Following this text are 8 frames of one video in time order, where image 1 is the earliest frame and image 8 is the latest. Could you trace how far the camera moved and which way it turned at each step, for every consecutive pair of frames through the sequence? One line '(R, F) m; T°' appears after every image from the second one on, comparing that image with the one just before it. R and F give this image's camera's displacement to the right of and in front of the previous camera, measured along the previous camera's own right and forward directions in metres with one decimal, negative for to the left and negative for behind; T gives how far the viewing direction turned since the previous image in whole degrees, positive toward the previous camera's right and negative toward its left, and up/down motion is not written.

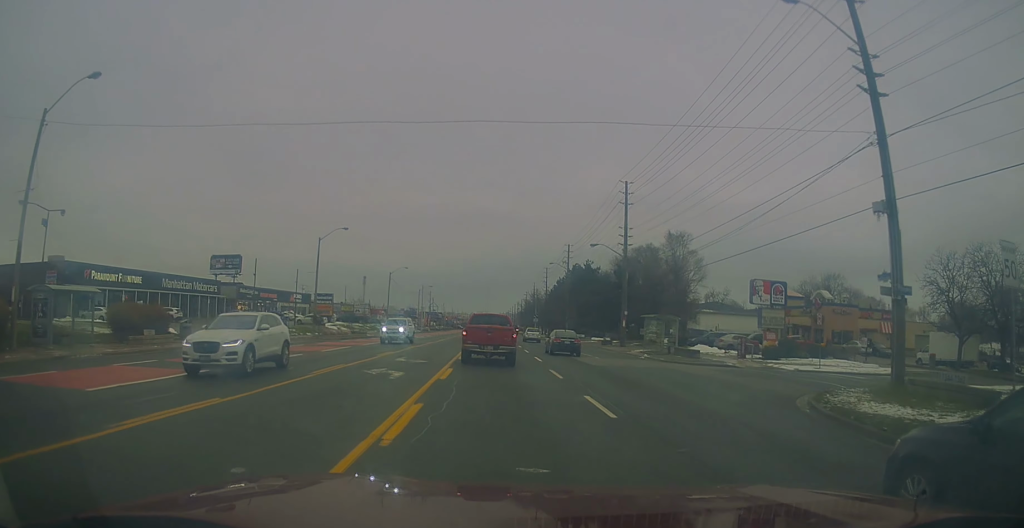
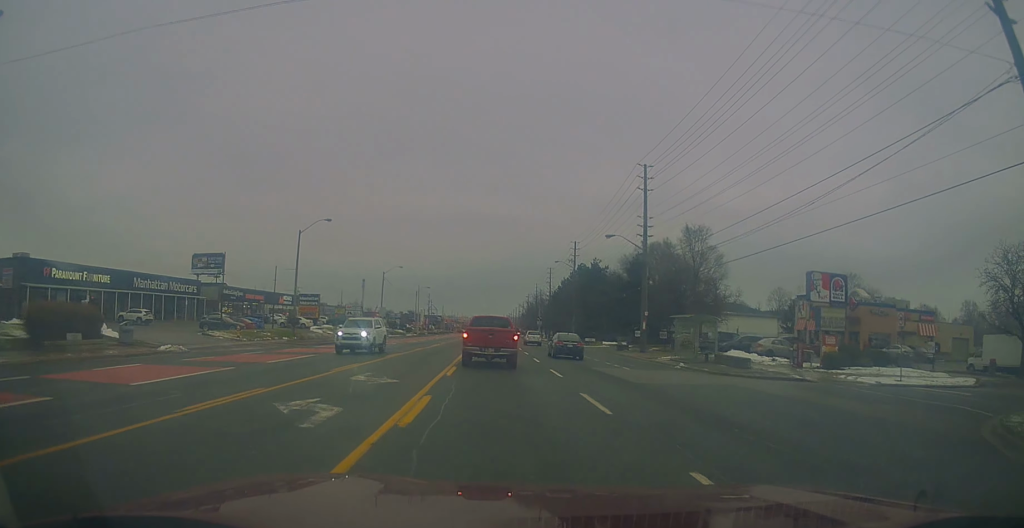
(+0.1, +7.3) m; -1°
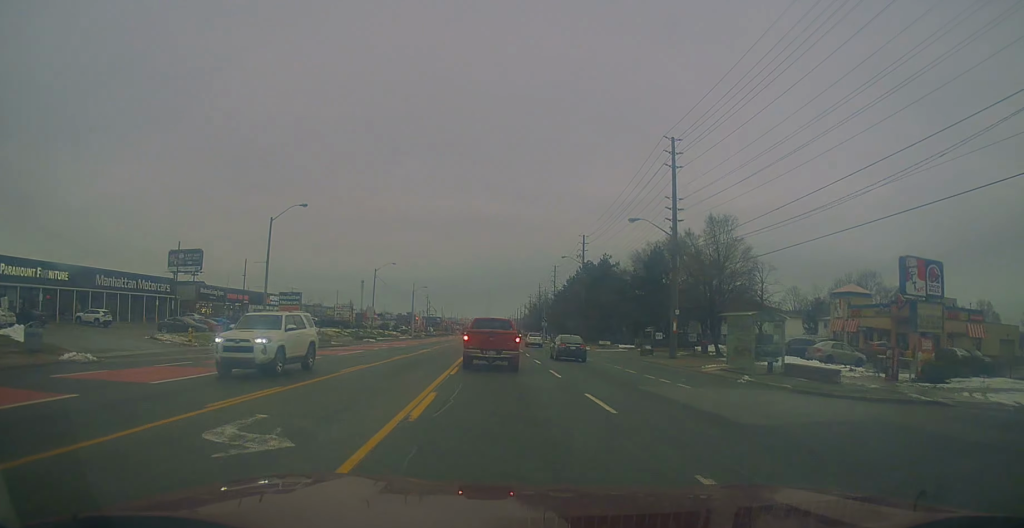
(0.0, +8.3) m; -1°
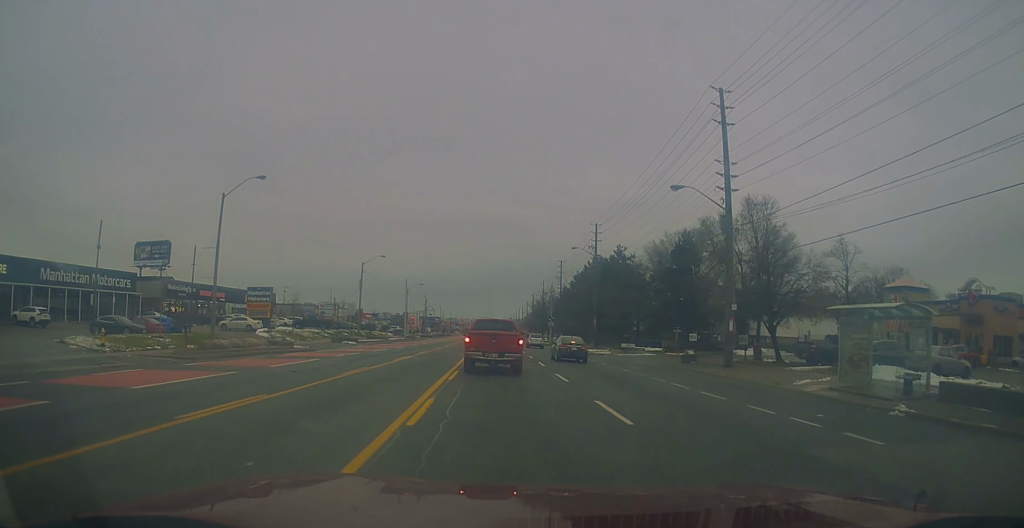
(-0.4, +10.2) m; 0°
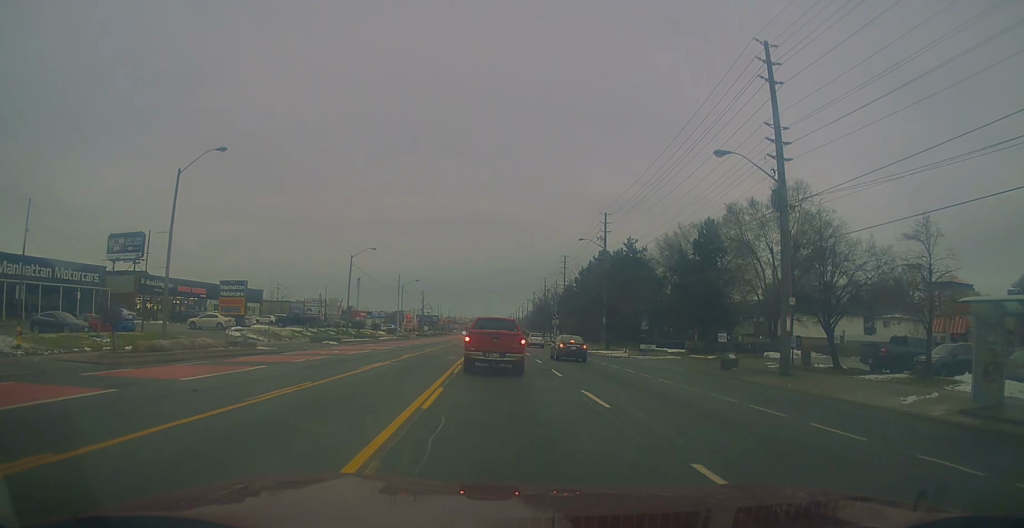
(+0.2, +6.7) m; +1°
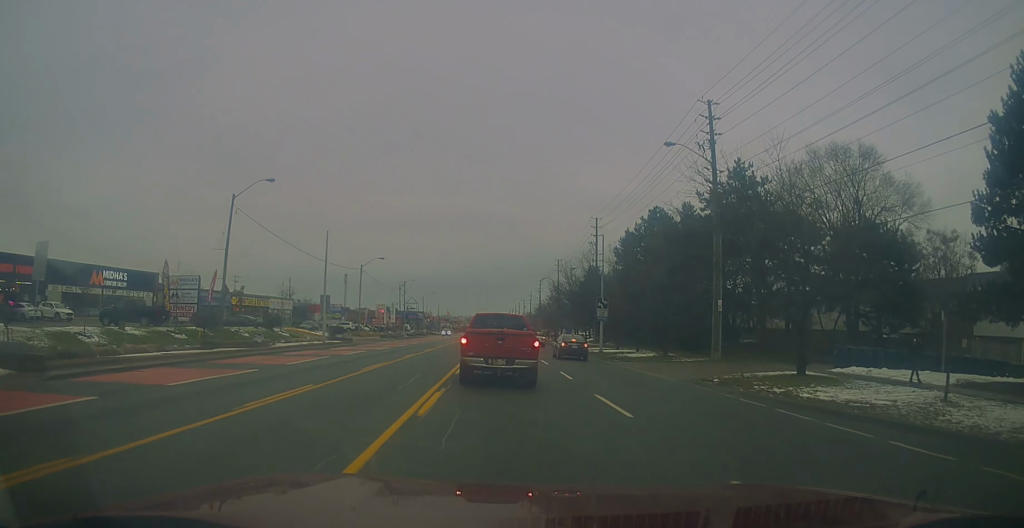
(+1.2, +37.7) m; -2°
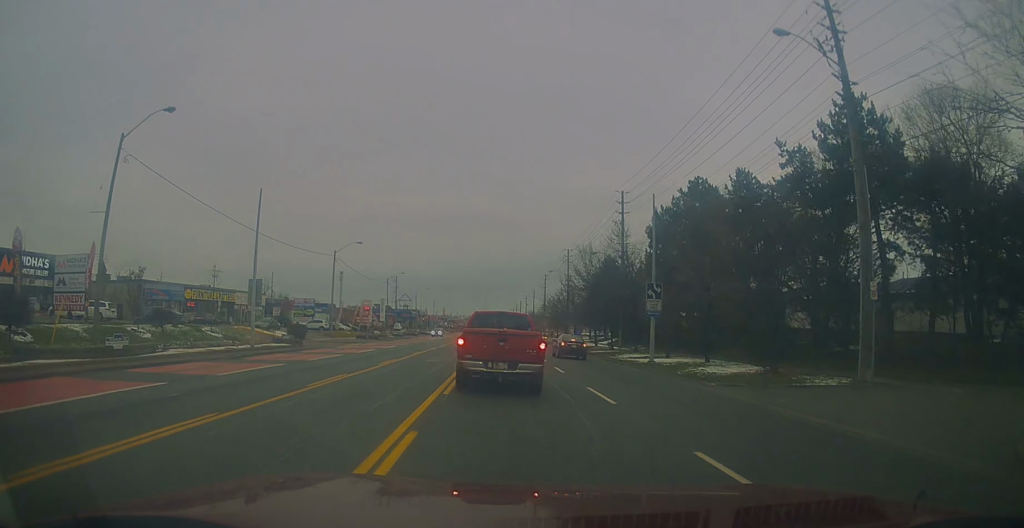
(-0.4, +15.3) m; +3°
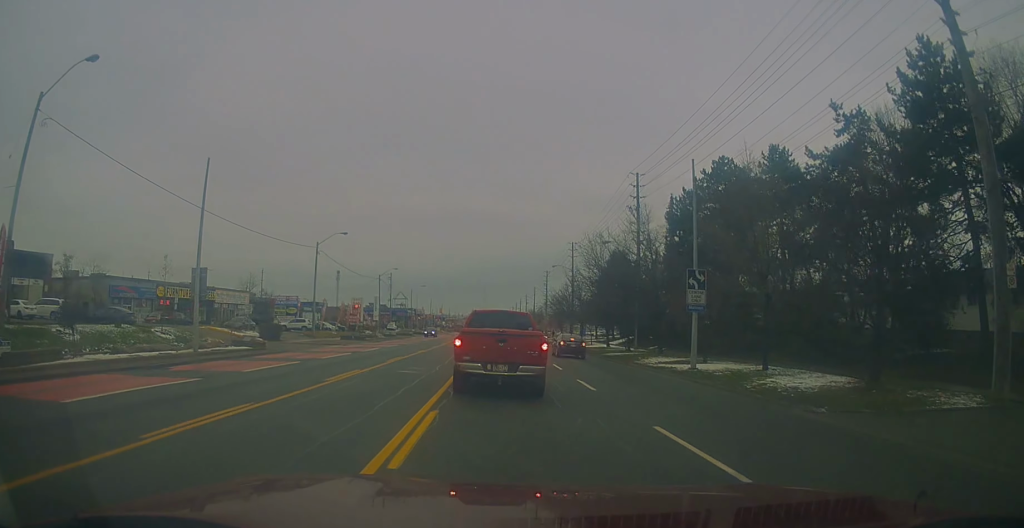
(+0.5, +7.3) m; +3°
